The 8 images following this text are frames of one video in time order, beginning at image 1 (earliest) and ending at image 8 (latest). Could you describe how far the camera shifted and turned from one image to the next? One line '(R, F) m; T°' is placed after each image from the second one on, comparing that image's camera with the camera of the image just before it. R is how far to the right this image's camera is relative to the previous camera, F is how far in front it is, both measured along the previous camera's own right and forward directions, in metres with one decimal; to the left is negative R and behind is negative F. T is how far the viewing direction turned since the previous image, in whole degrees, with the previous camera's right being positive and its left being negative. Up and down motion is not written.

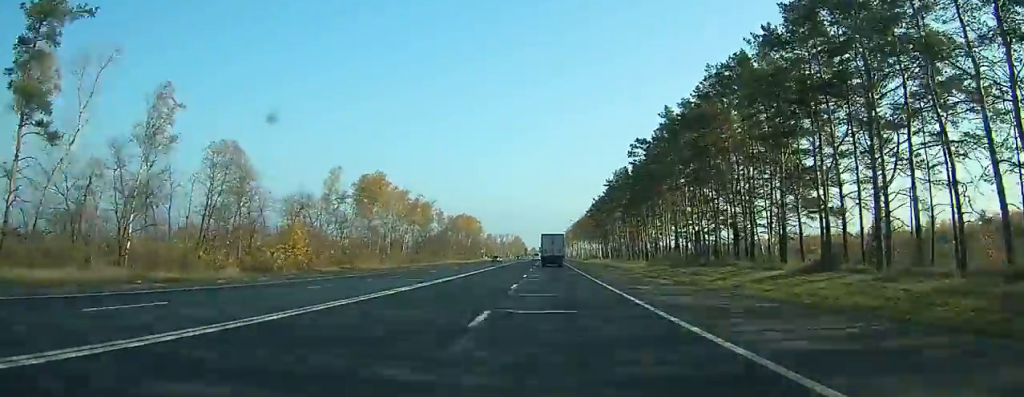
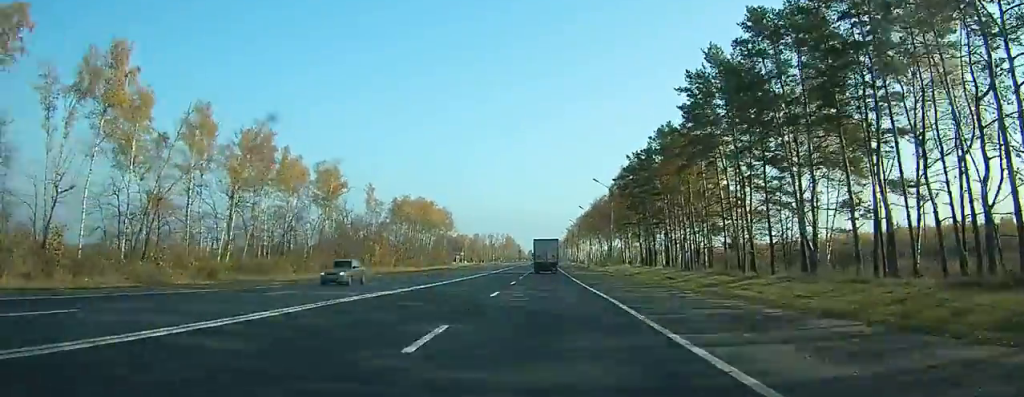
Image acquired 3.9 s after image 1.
(+0.3, +87.4) m; 0°
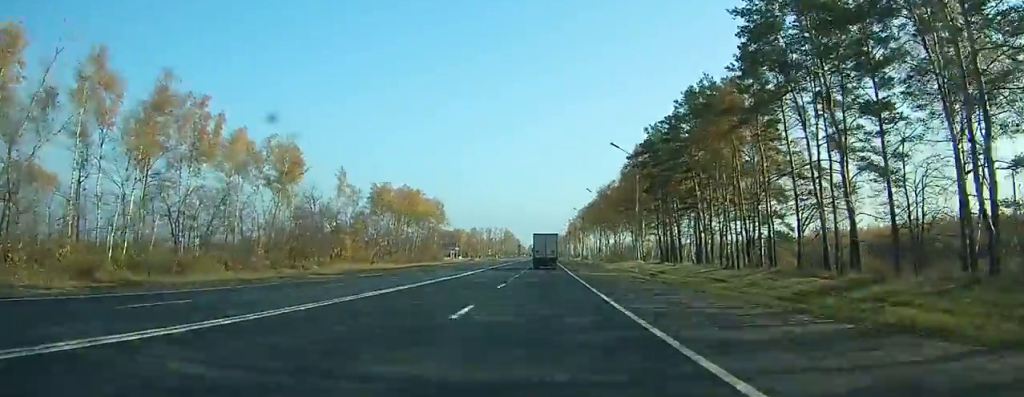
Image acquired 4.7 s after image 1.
(+0.1, +19.5) m; 0°
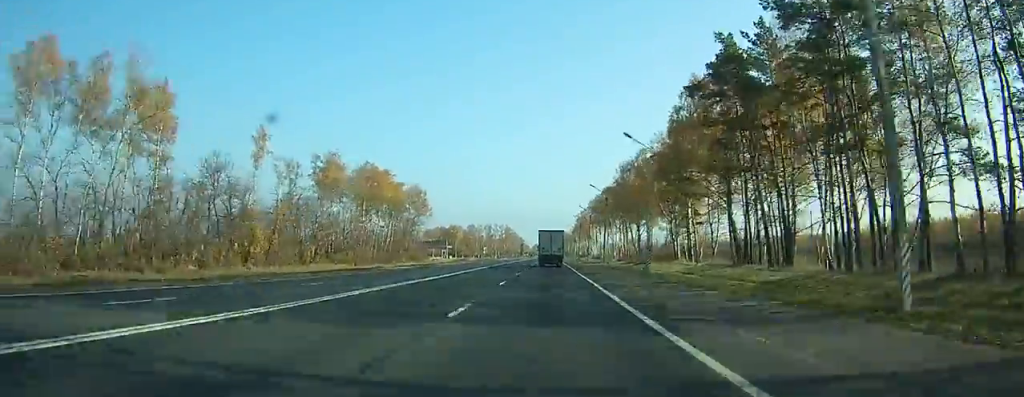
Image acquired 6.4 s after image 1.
(0.0, +37.3) m; 0°
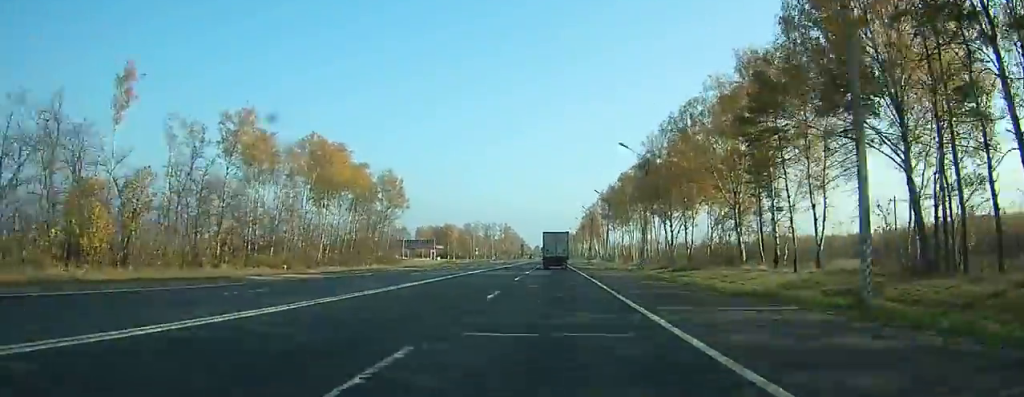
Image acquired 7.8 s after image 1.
(0.0, +31.1) m; 0°
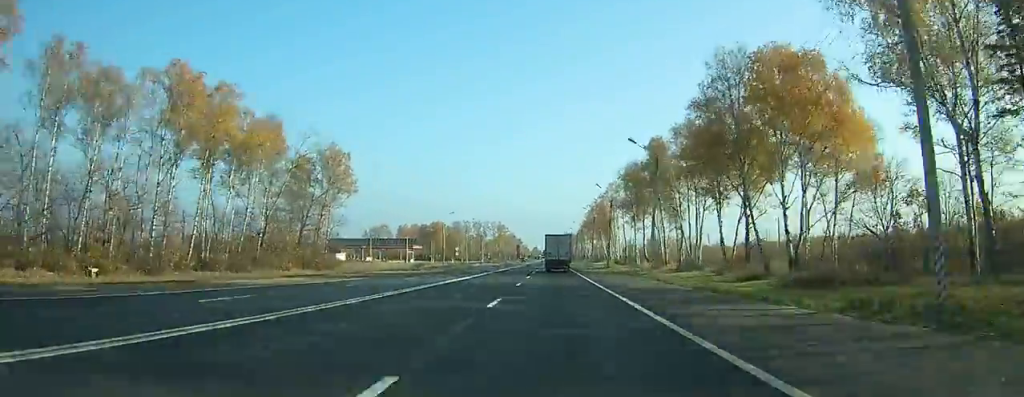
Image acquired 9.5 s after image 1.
(-0.1, +38.0) m; 0°
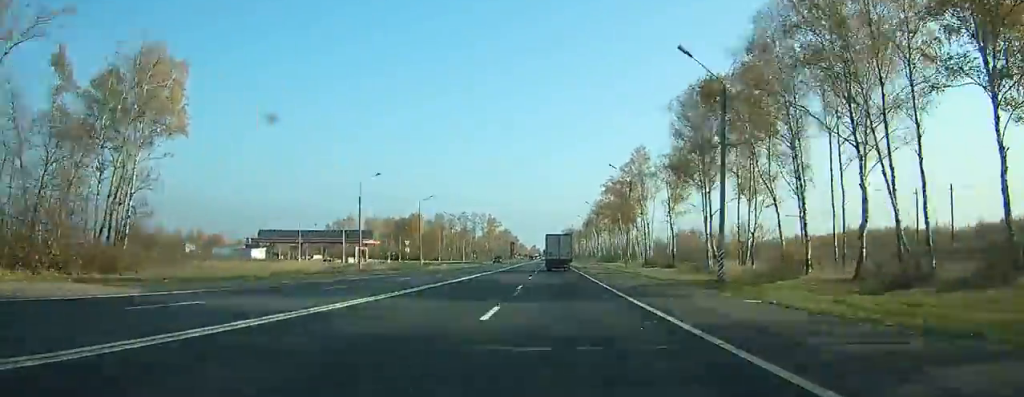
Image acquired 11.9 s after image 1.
(+0.3, +51.6) m; 0°
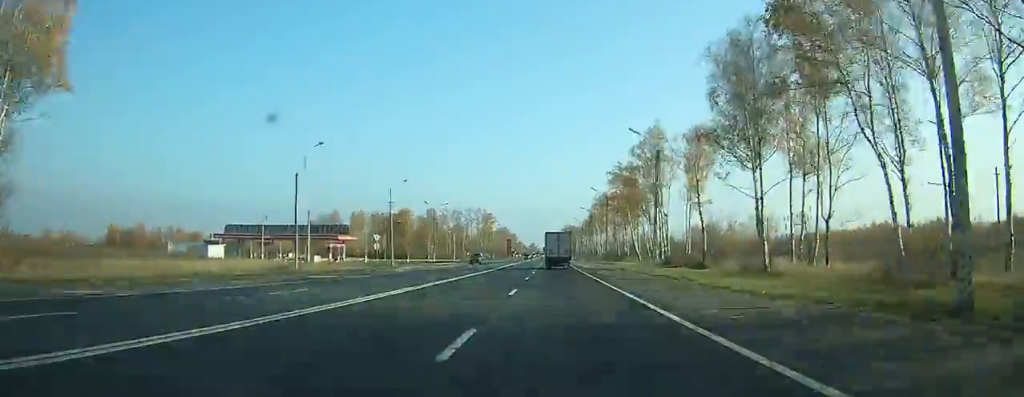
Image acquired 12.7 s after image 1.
(0.0, +16.8) m; 0°
